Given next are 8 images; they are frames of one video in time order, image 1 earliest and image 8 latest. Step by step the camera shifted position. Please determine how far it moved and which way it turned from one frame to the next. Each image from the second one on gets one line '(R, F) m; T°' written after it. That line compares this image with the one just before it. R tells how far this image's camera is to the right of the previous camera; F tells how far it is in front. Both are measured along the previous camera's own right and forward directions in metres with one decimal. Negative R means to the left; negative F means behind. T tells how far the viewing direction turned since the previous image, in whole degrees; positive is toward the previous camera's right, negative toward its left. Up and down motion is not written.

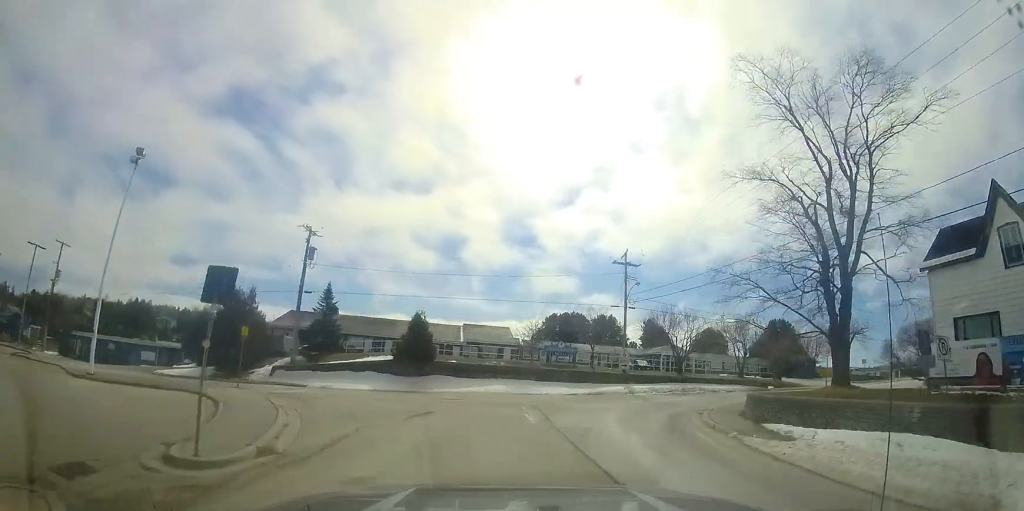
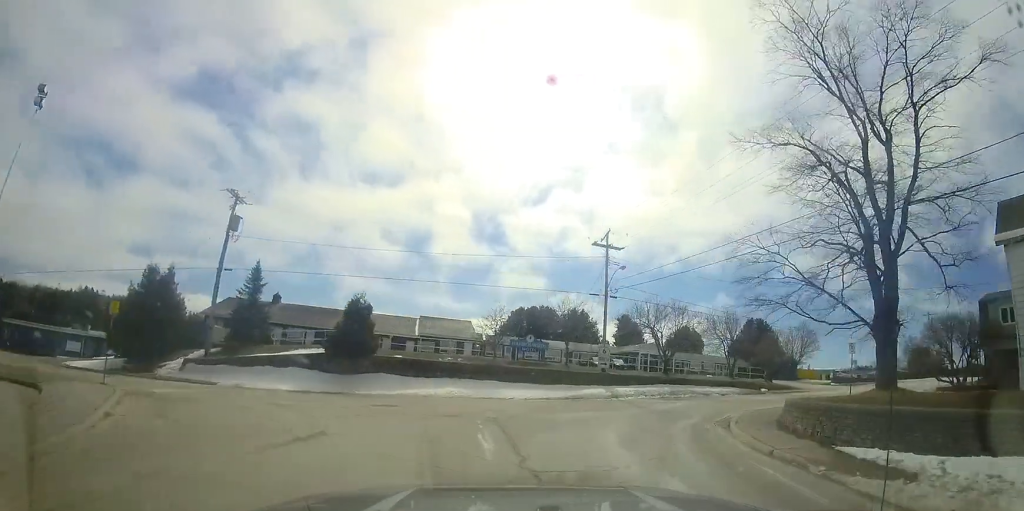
(+0.4, +5.2) m; +7°
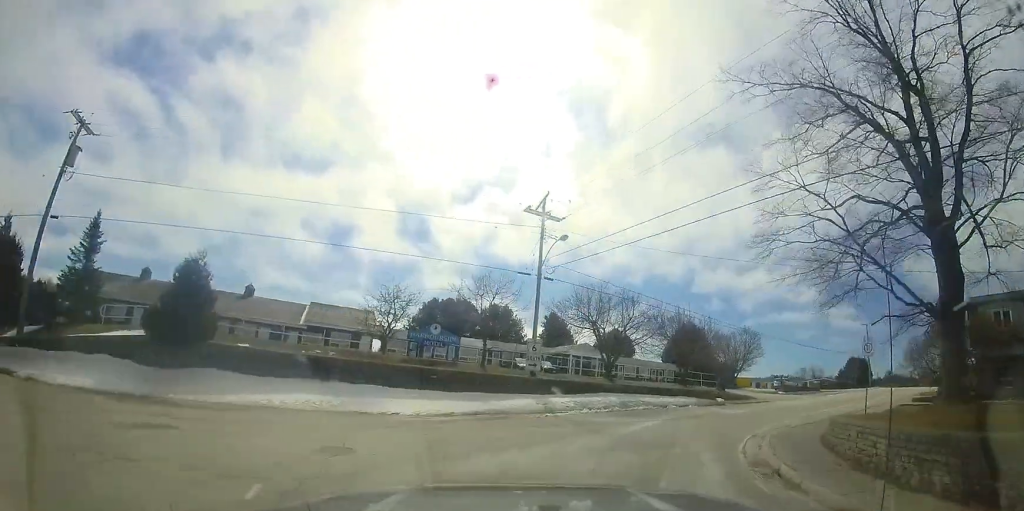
(+0.5, +7.1) m; +11°
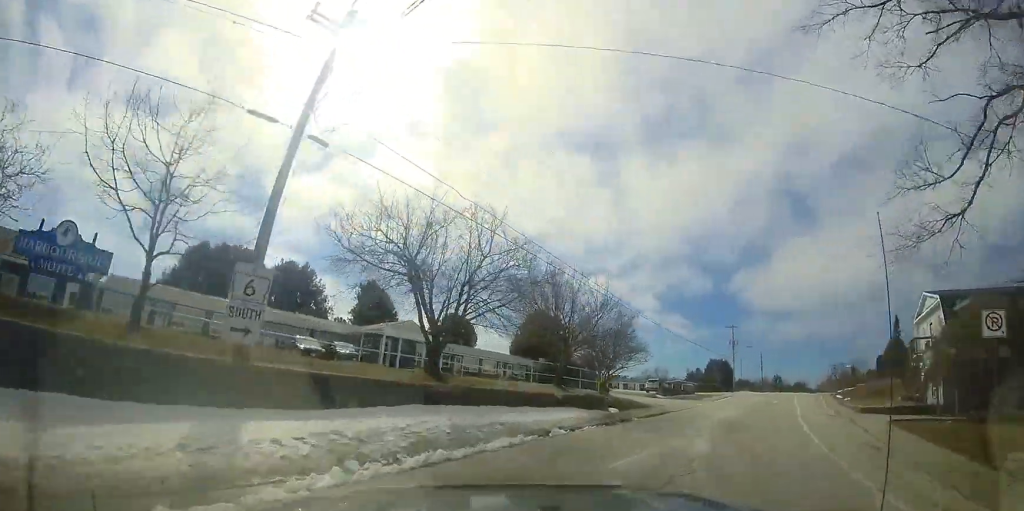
(+2.8, +13.0) m; +19°
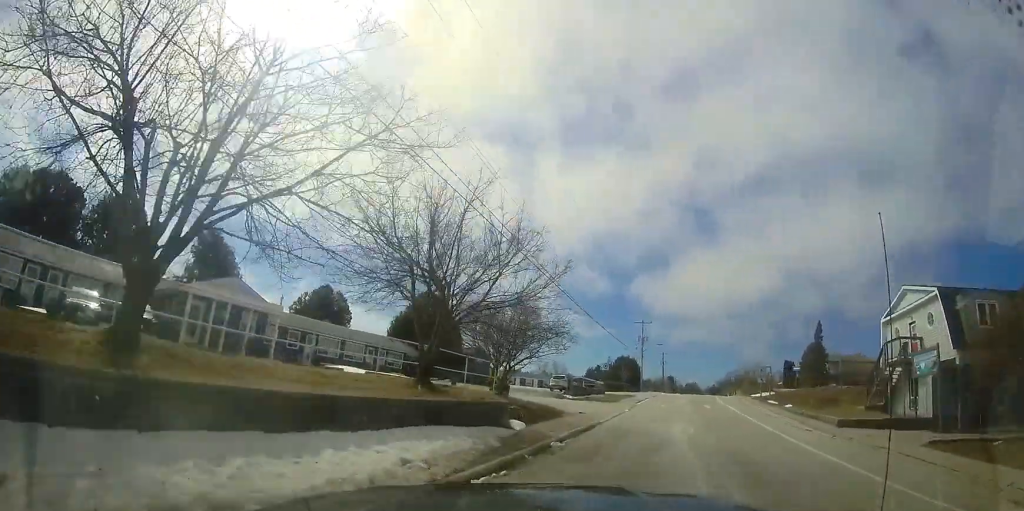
(+0.5, +8.5) m; +8°
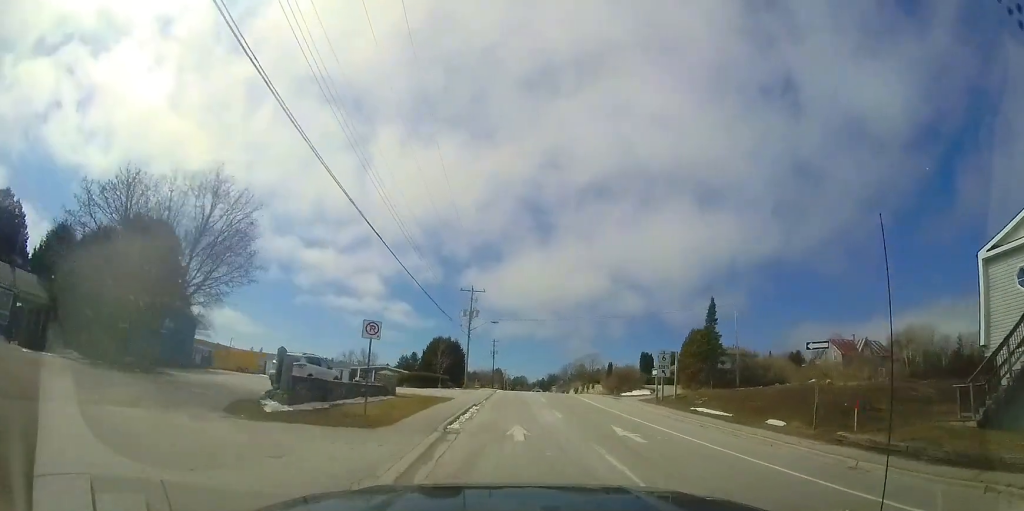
(+5.2, +17.8) m; +42°
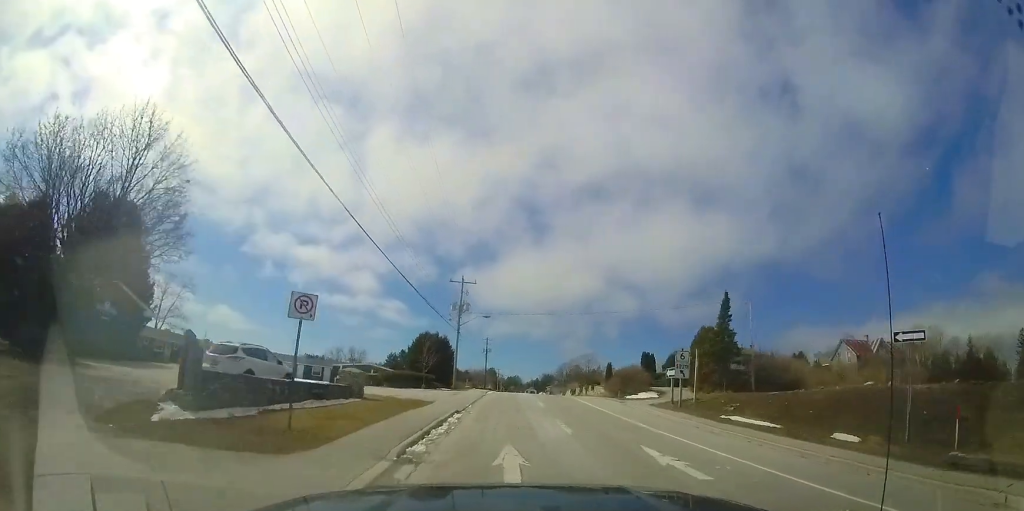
(+0.1, +3.7) m; +10°
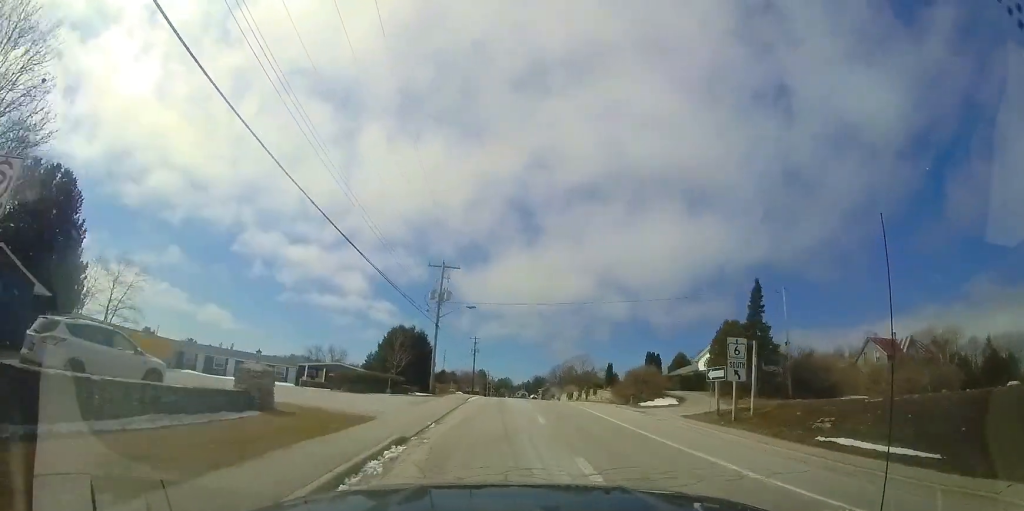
(+1.1, +6.5) m; +3°
